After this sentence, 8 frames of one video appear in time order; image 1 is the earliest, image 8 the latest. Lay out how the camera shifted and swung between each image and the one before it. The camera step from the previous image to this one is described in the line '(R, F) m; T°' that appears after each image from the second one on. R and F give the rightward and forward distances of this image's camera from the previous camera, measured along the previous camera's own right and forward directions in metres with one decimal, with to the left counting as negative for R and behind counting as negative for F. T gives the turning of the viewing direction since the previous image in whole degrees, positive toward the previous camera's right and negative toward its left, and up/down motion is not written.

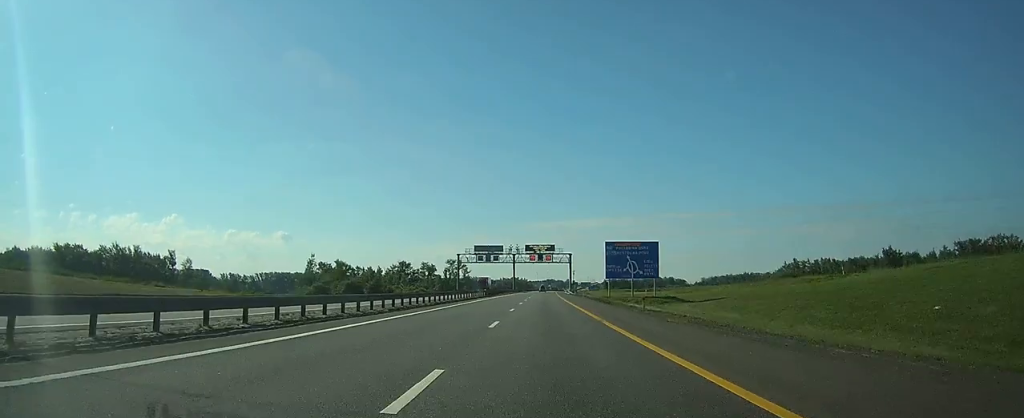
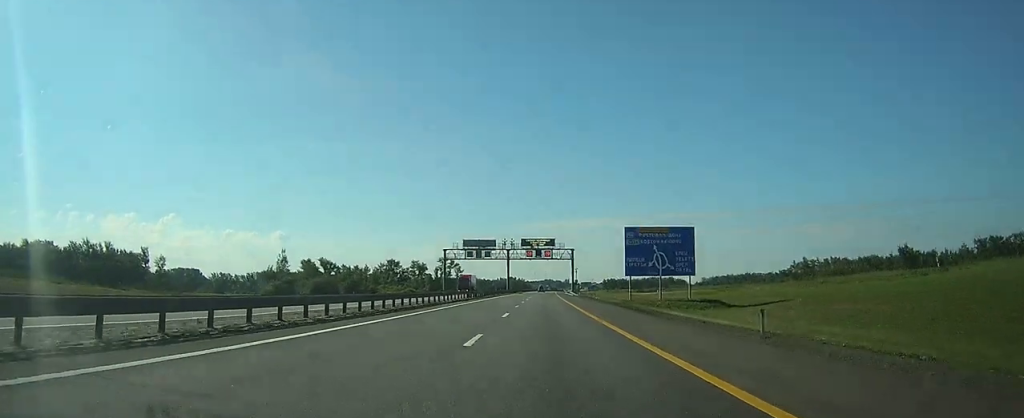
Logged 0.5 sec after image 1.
(0.0, +17.8) m; 0°
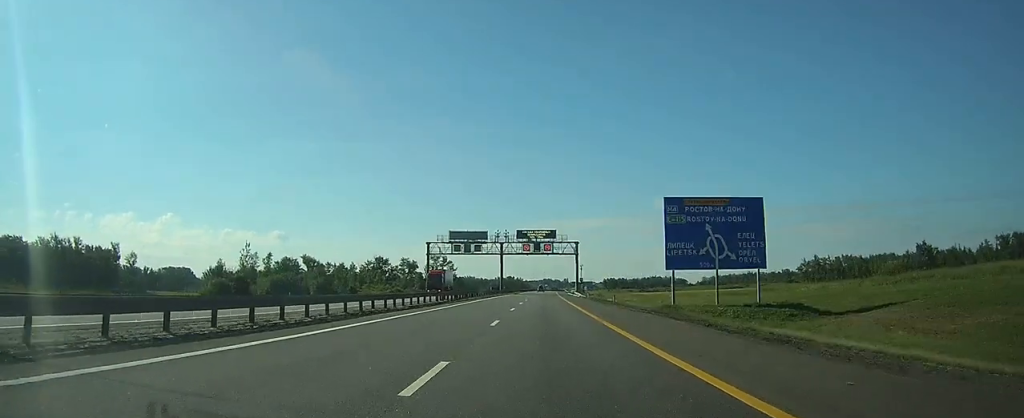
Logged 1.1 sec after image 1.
(0.0, +17.8) m; 0°
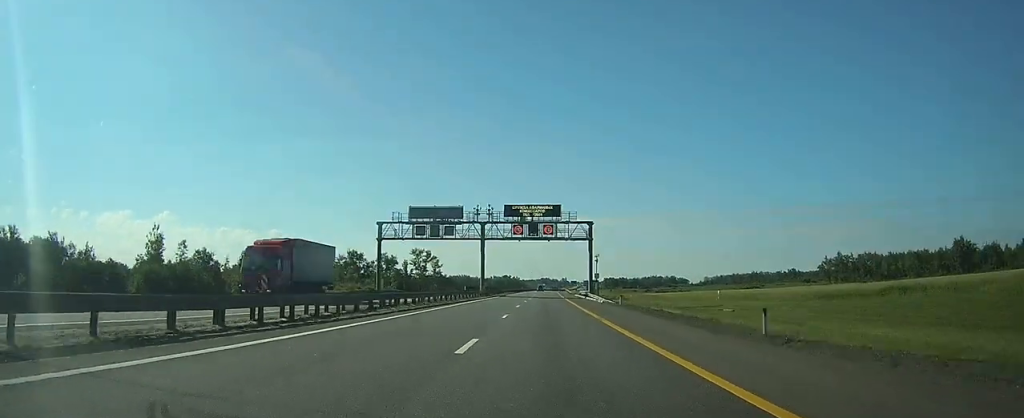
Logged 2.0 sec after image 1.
(+0.1, +32.2) m; 0°
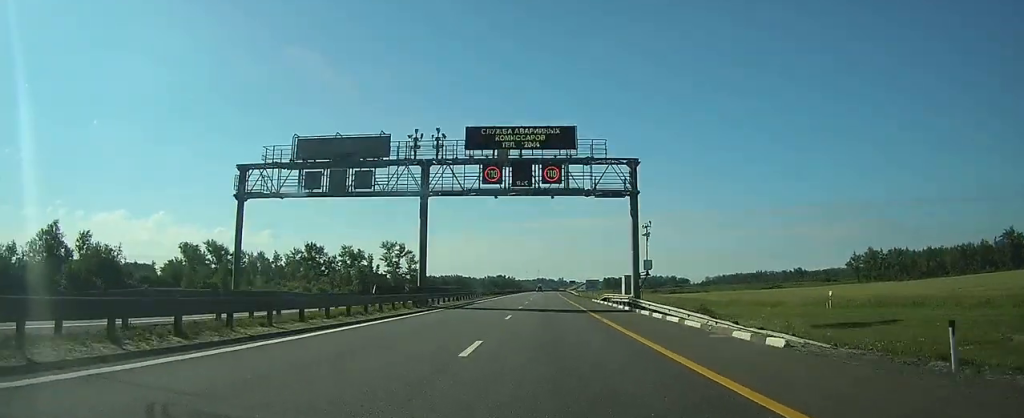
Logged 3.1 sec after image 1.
(+0.2, +36.8) m; +1°
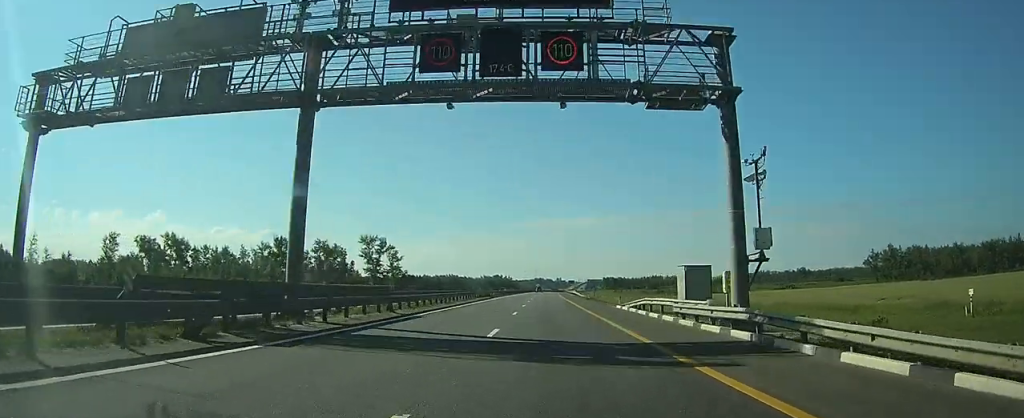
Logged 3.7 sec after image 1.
(+0.1, +20.1) m; 0°
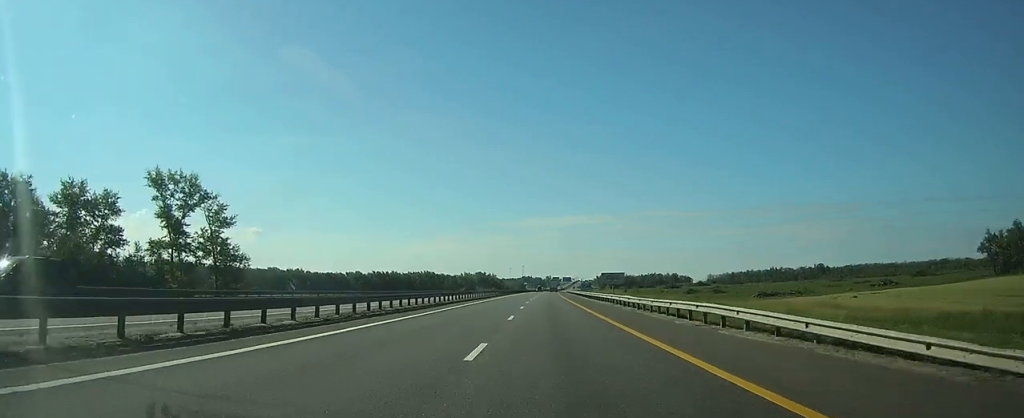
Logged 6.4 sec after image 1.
(+0.6, +90.6) m; +1°
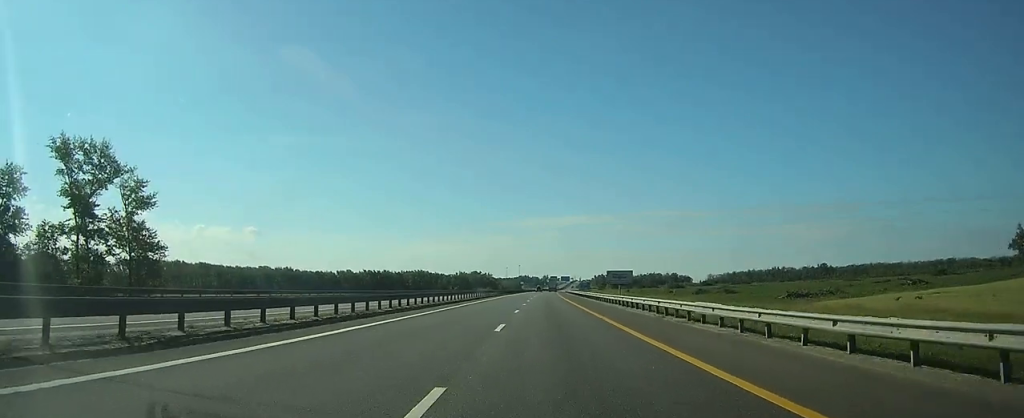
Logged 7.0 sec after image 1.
(0.0, +17.9) m; 0°
